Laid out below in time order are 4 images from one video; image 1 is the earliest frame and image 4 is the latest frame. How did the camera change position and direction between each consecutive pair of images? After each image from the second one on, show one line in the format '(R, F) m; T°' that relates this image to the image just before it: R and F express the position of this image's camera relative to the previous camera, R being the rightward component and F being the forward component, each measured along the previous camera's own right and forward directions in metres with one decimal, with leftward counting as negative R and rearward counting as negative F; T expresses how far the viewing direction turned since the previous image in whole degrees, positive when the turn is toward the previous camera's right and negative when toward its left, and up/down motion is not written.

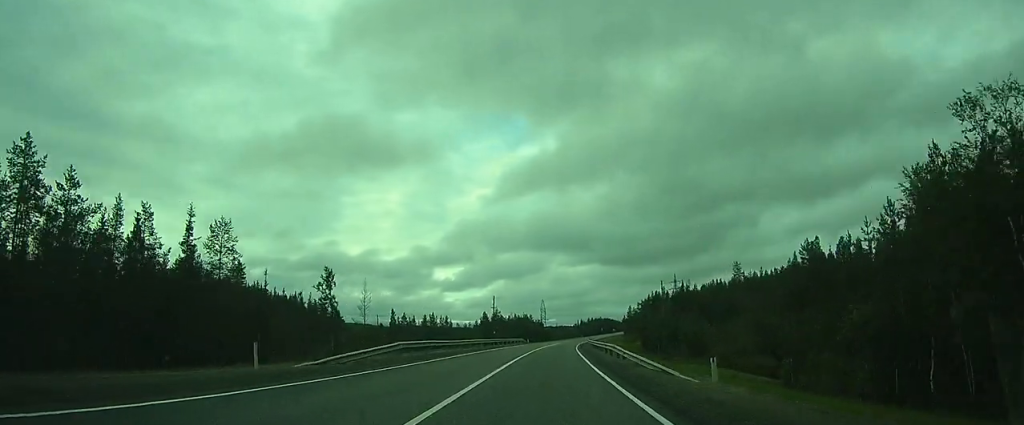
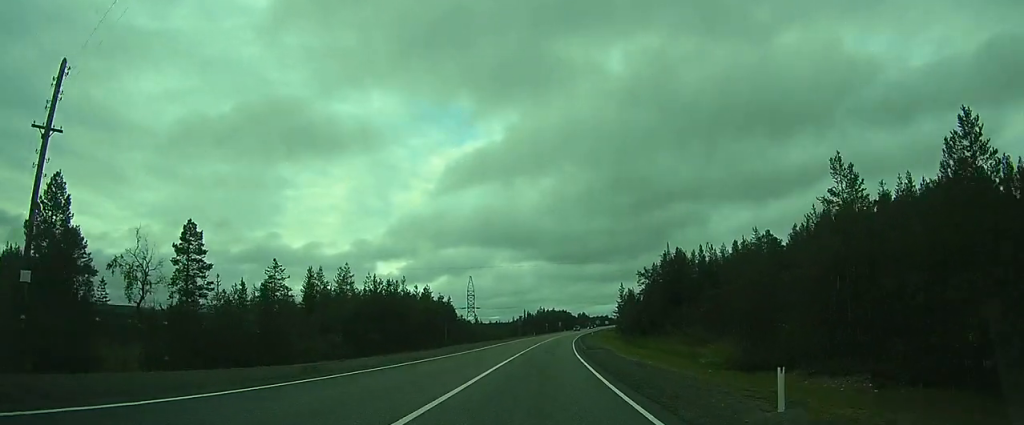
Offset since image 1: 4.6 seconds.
(+7.8, +102.5) m; +7°
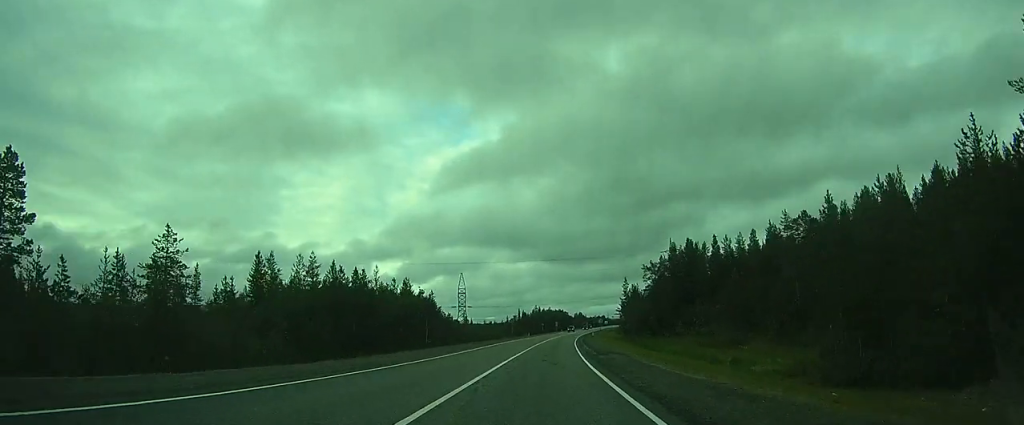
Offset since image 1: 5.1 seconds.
(0.0, +11.5) m; 0°
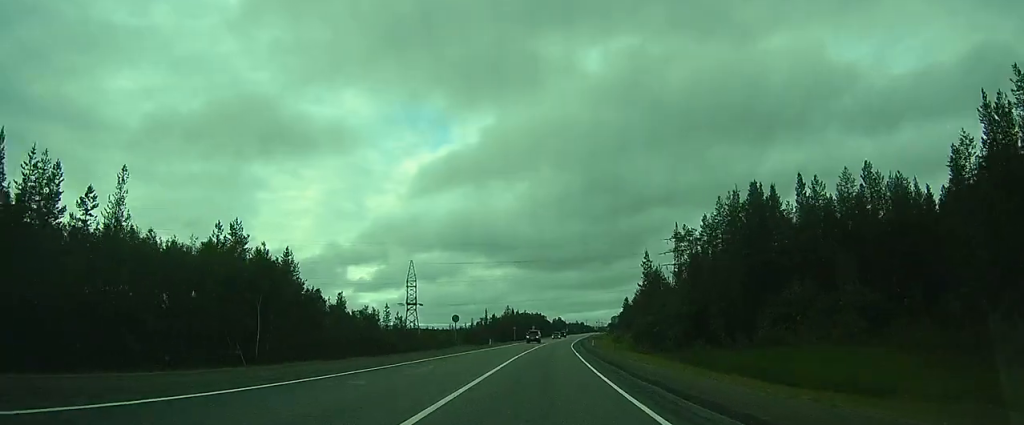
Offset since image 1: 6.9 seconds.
(0.0, +42.0) m; 0°
